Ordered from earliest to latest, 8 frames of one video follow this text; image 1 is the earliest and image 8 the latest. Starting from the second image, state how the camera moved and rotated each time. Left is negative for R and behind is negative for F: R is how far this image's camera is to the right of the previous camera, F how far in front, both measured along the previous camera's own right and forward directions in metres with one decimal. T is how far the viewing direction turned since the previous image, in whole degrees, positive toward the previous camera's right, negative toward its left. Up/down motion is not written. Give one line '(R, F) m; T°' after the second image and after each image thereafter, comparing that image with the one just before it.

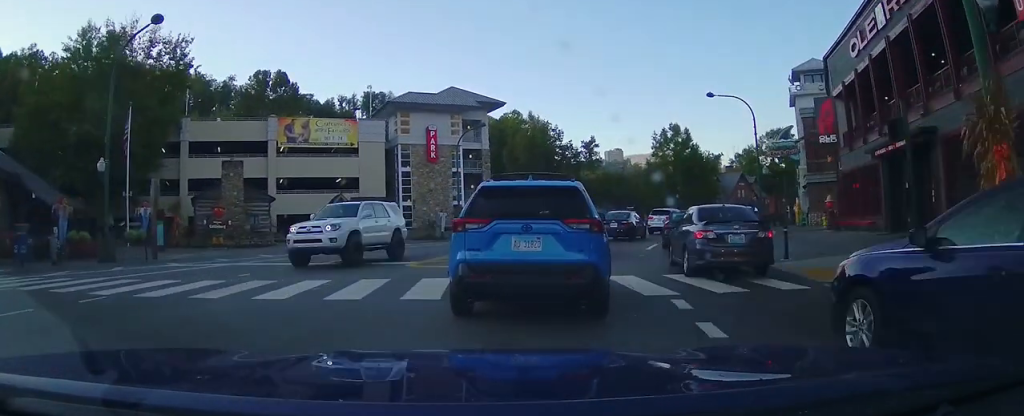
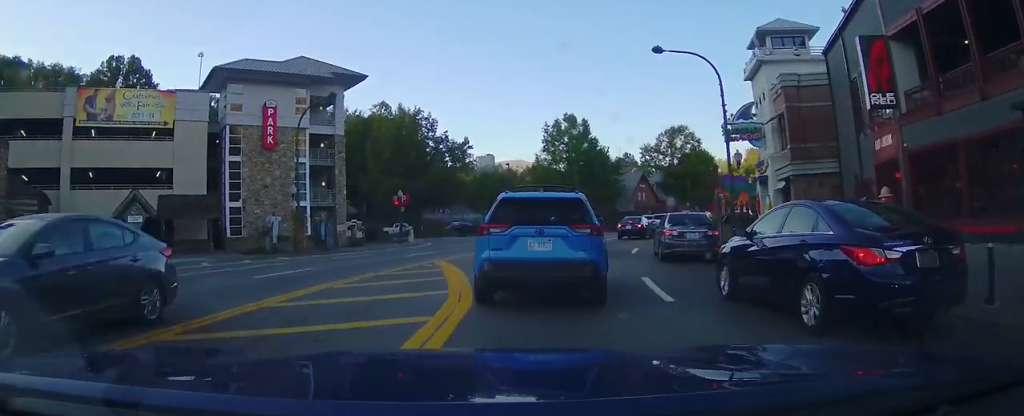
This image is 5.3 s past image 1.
(+1.1, +16.5) m; +11°
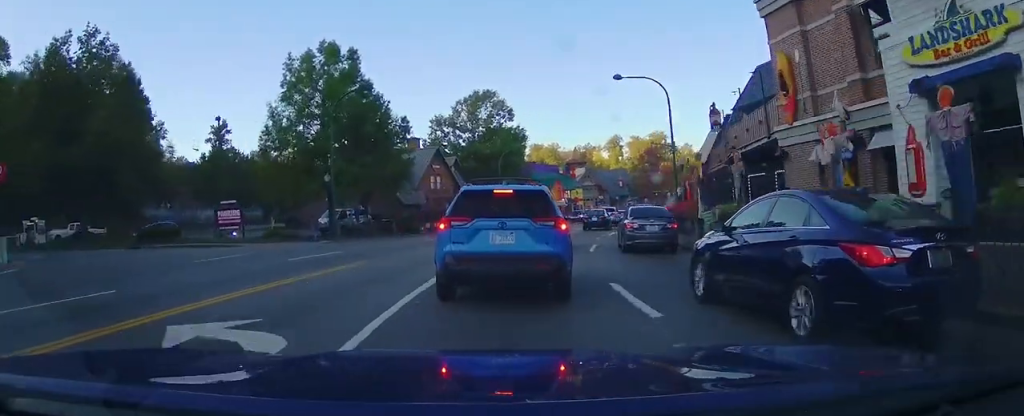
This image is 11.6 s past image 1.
(+5.1, +24.3) m; +22°
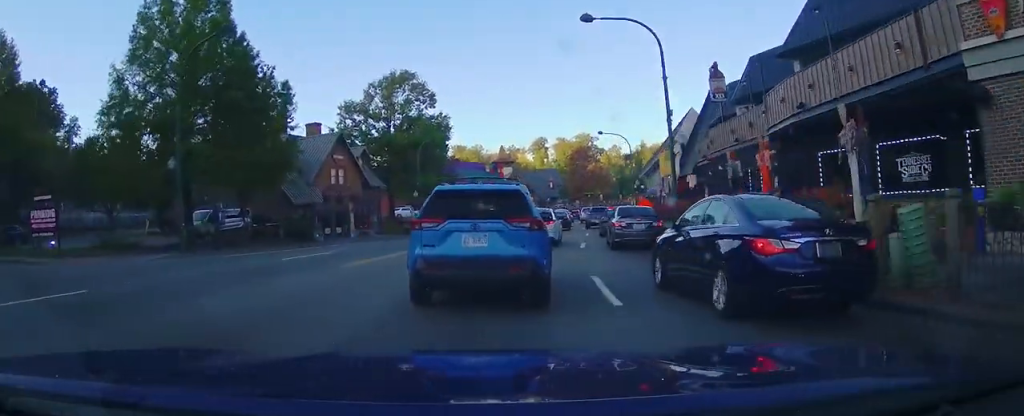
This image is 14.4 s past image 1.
(+1.1, +12.7) m; +7°
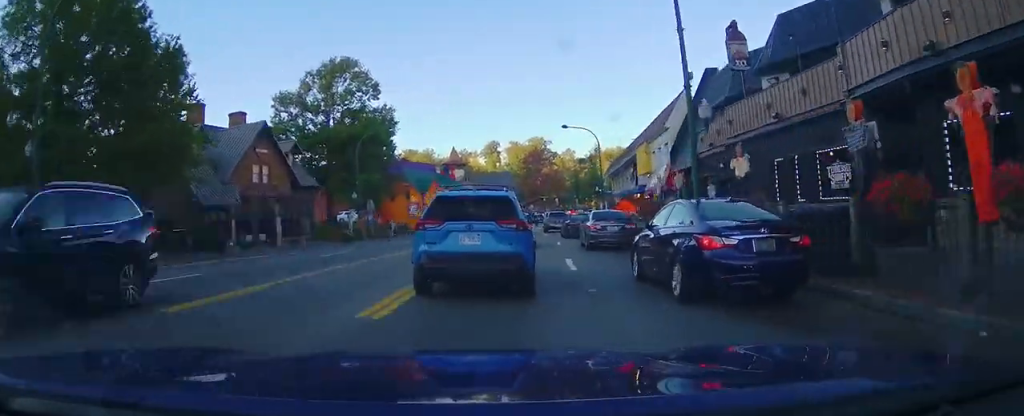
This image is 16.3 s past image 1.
(+0.3, +9.4) m; +2°
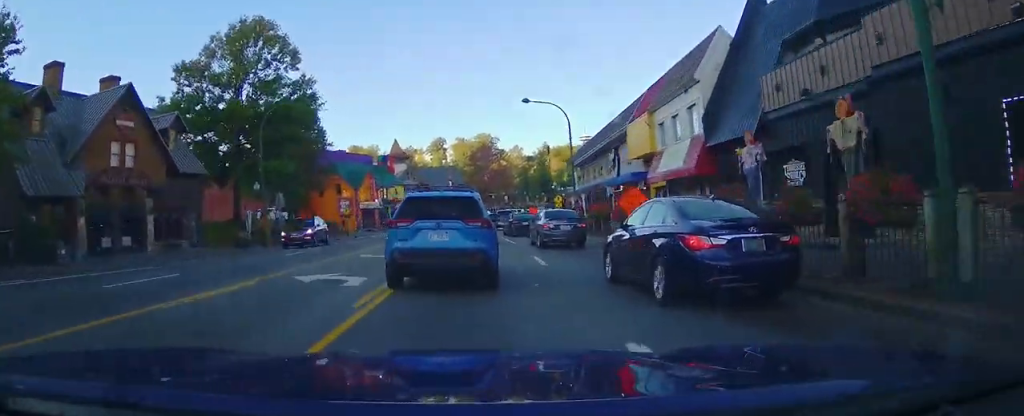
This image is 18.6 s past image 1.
(+0.2, +12.0) m; +2°
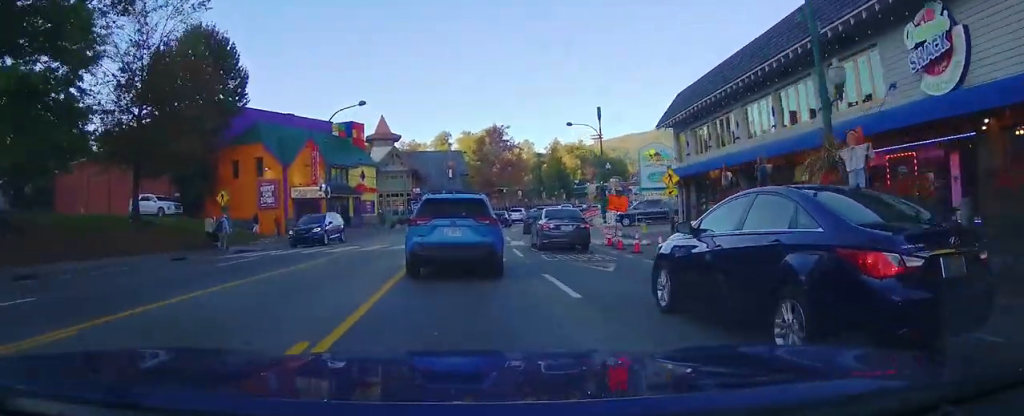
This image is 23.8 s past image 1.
(+1.0, +30.8) m; +3°
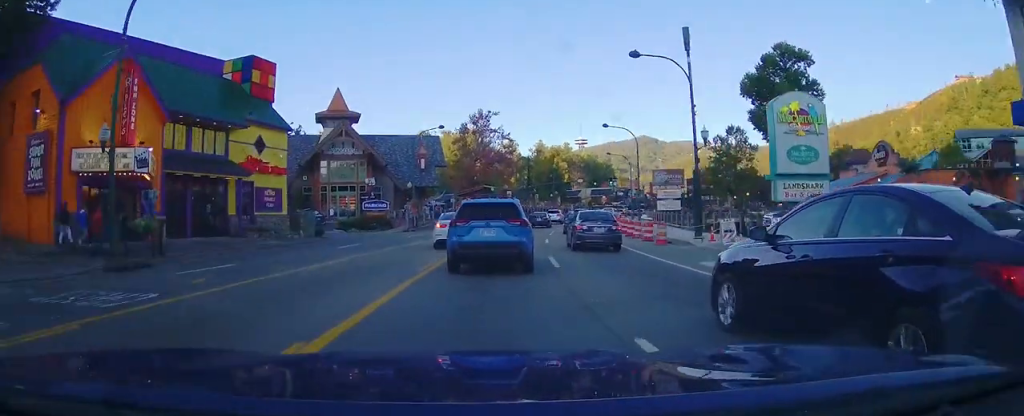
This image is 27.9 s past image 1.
(+0.4, +26.4) m; +3°
